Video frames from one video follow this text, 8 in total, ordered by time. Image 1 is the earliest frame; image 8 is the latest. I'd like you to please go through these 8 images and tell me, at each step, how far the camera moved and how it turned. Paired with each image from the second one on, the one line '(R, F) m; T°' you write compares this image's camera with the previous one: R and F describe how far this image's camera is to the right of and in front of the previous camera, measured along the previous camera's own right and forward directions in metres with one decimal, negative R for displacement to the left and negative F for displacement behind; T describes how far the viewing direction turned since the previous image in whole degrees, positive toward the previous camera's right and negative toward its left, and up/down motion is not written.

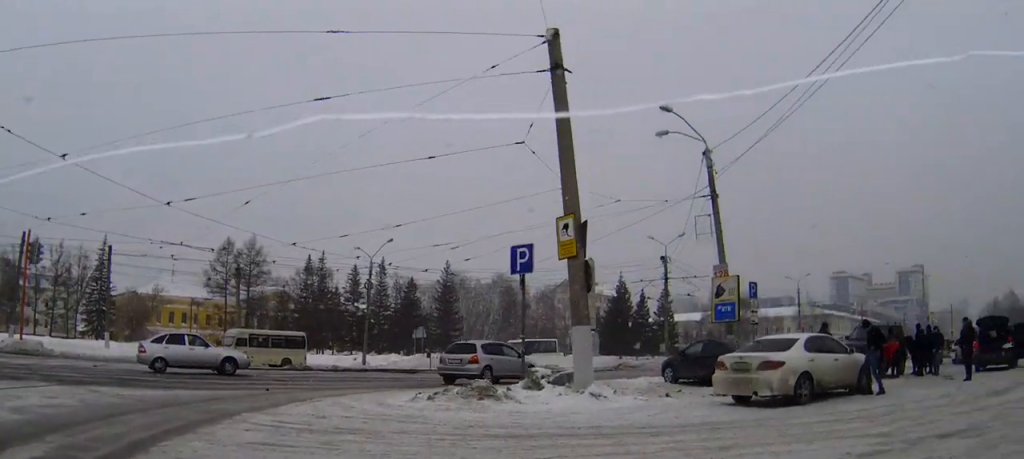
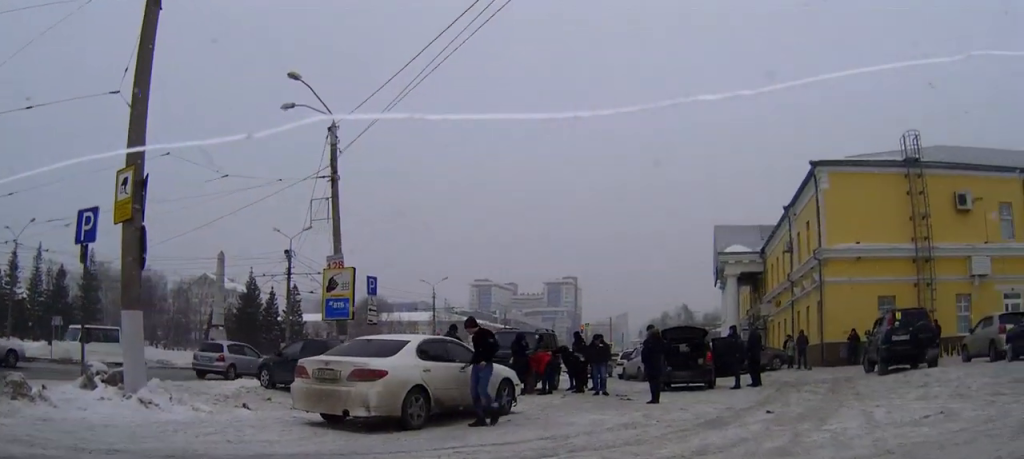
(+0.9, +3.7) m; +23°
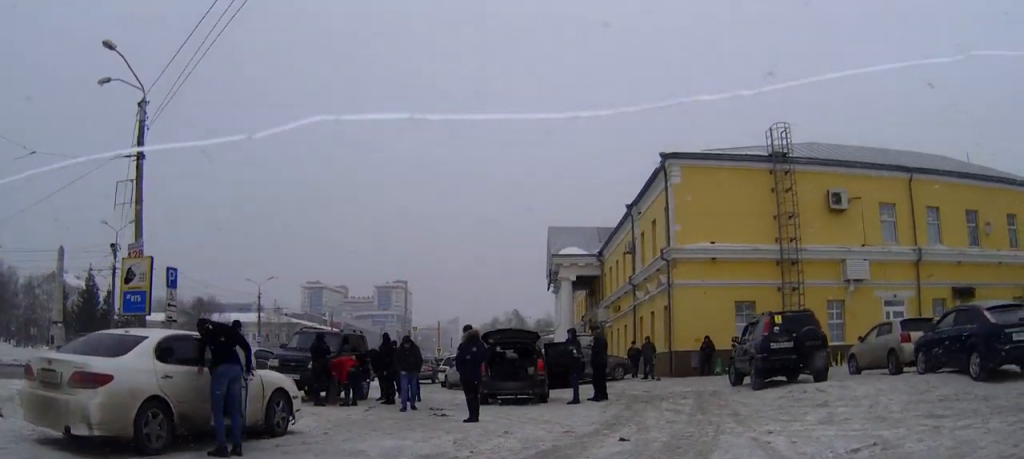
(+0.4, +3.0) m; +11°
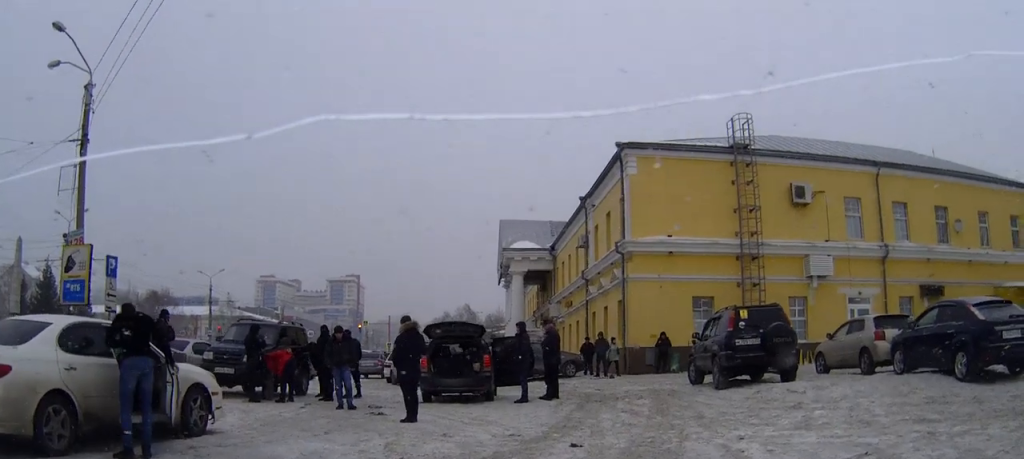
(+0.1, +1.1) m; +3°
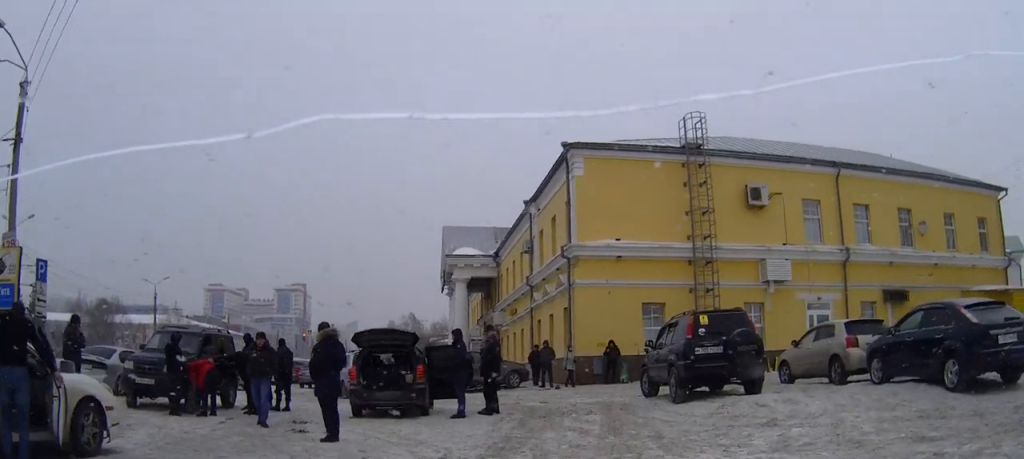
(0.0, +1.4) m; +2°
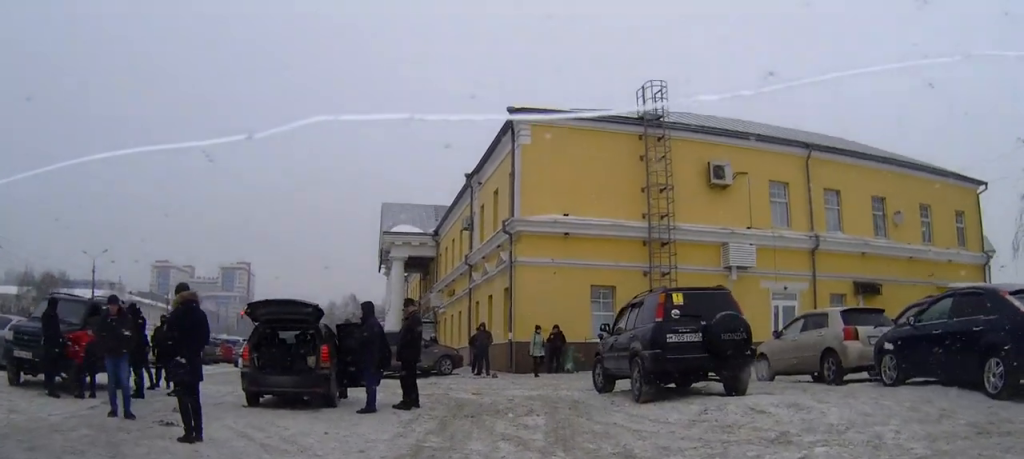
(+0.1, +2.7) m; 0°
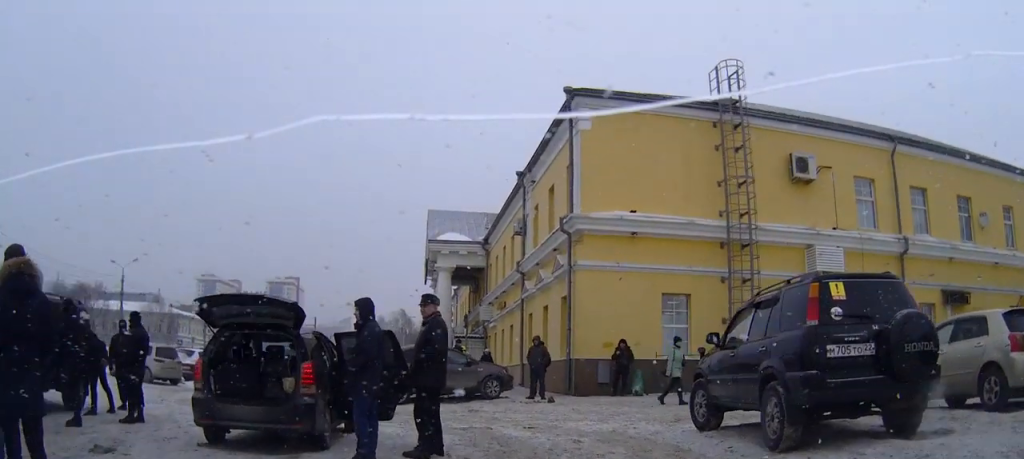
(-0.2, +3.9) m; -4°
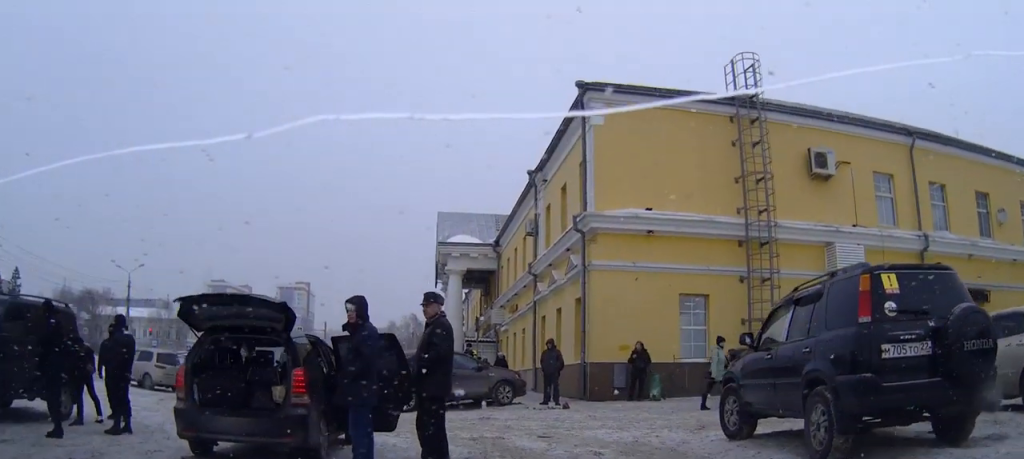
(0.0, +0.9) m; 0°
